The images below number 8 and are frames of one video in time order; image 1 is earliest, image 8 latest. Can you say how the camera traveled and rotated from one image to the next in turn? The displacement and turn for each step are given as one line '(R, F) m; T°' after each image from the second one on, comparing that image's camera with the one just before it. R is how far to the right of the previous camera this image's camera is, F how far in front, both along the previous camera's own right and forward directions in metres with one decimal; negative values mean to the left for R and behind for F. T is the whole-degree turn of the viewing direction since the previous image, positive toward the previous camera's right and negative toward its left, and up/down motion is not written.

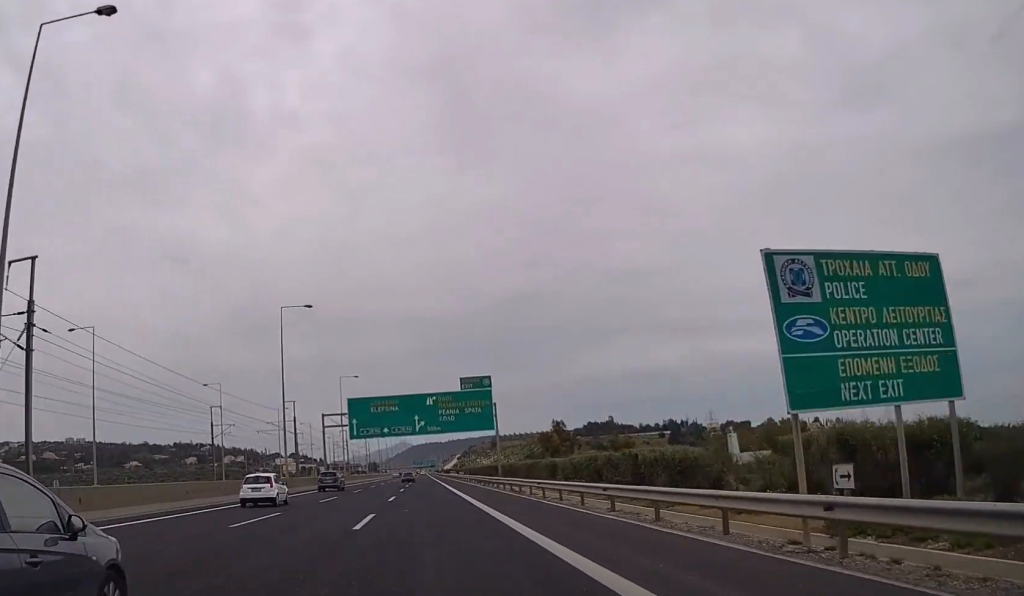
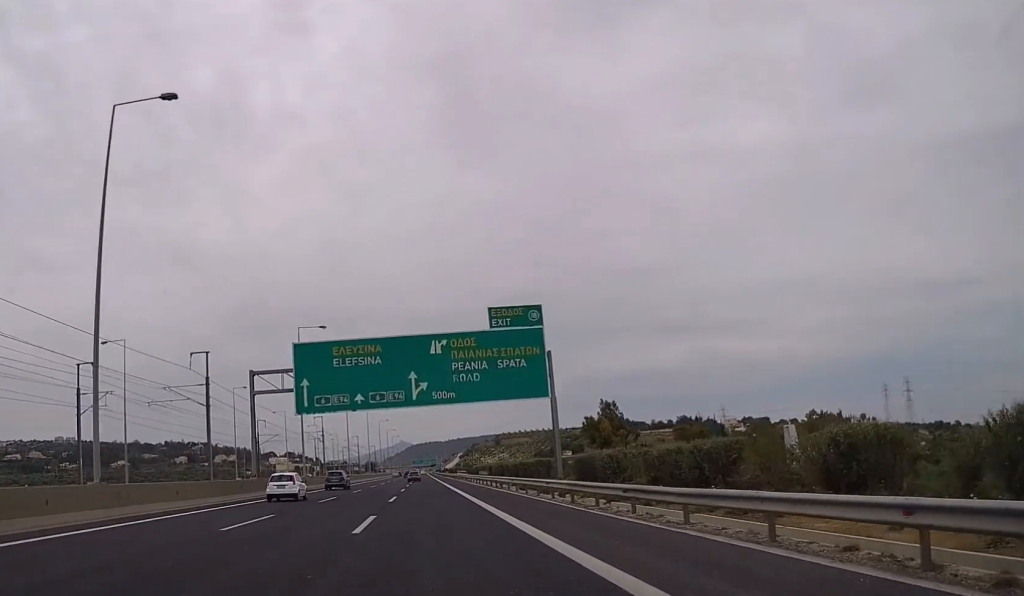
(+0.1, +38.1) m; 0°
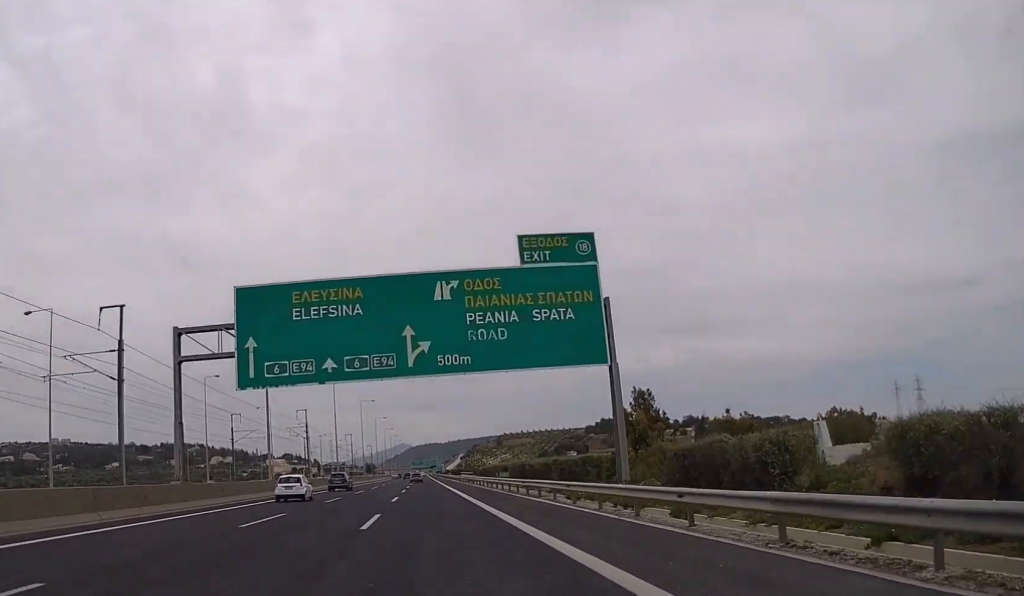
(0.0, +16.2) m; 0°
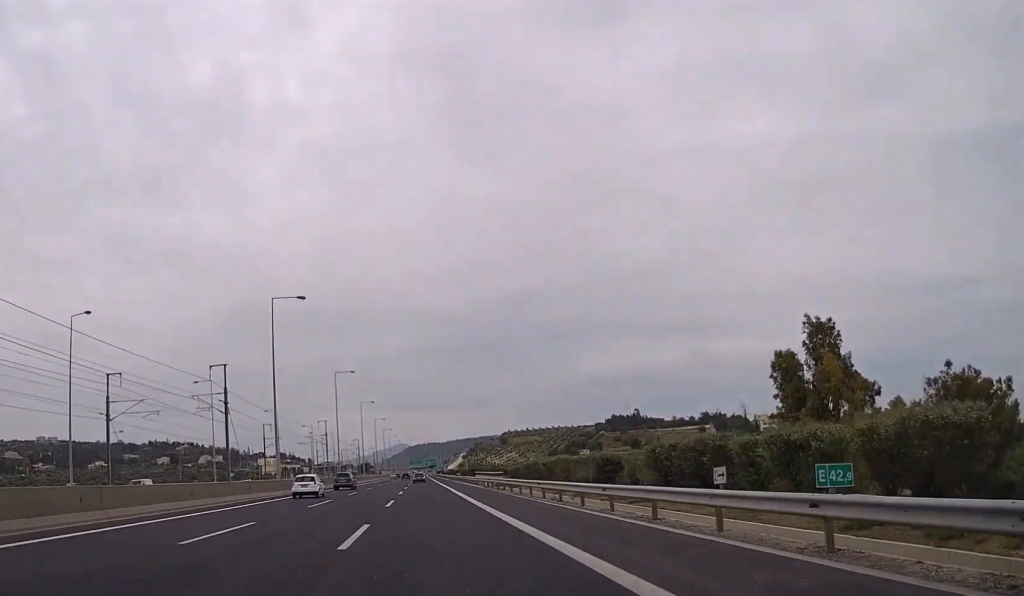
(+0.1, +41.1) m; 0°
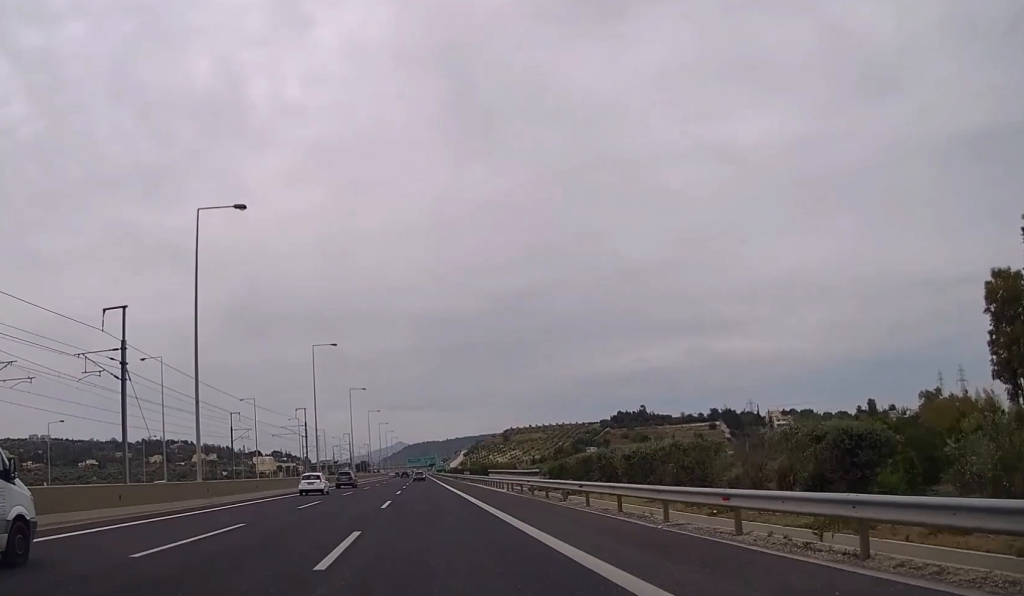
(-0.1, +22.0) m; 0°
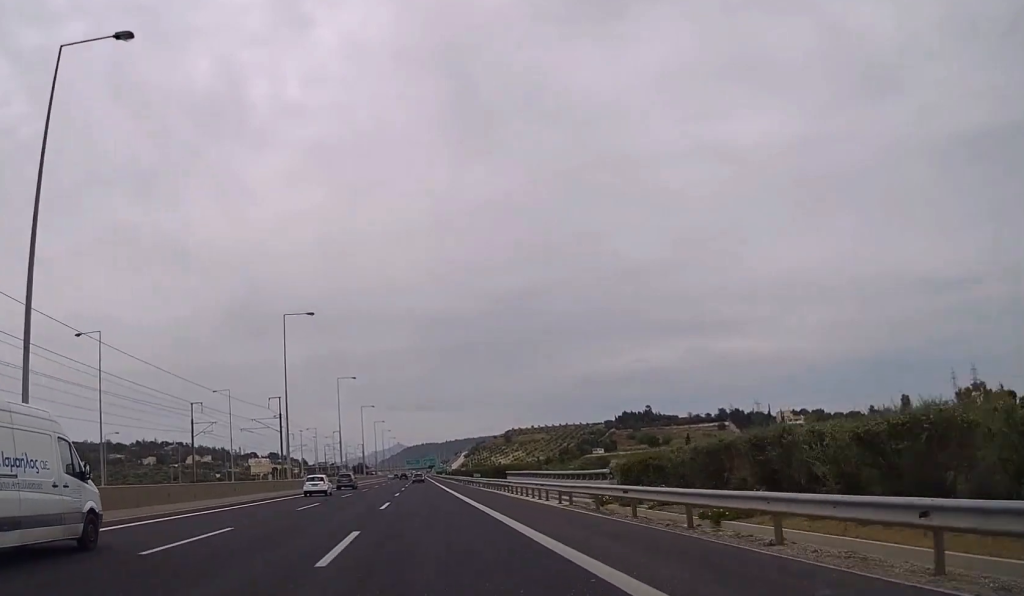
(0.0, +17.1) m; 0°
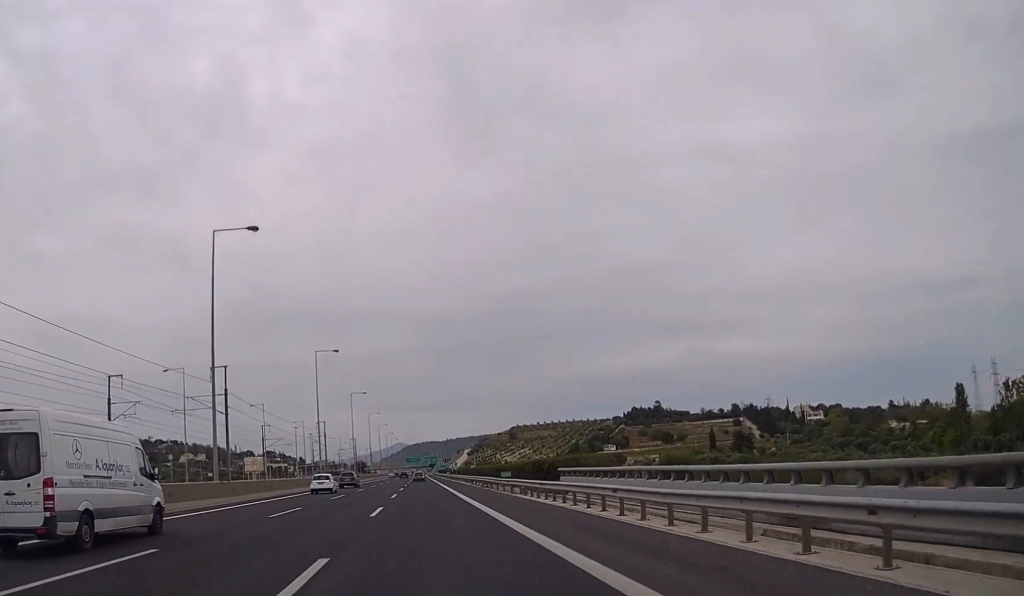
(0.0, +23.7) m; 0°
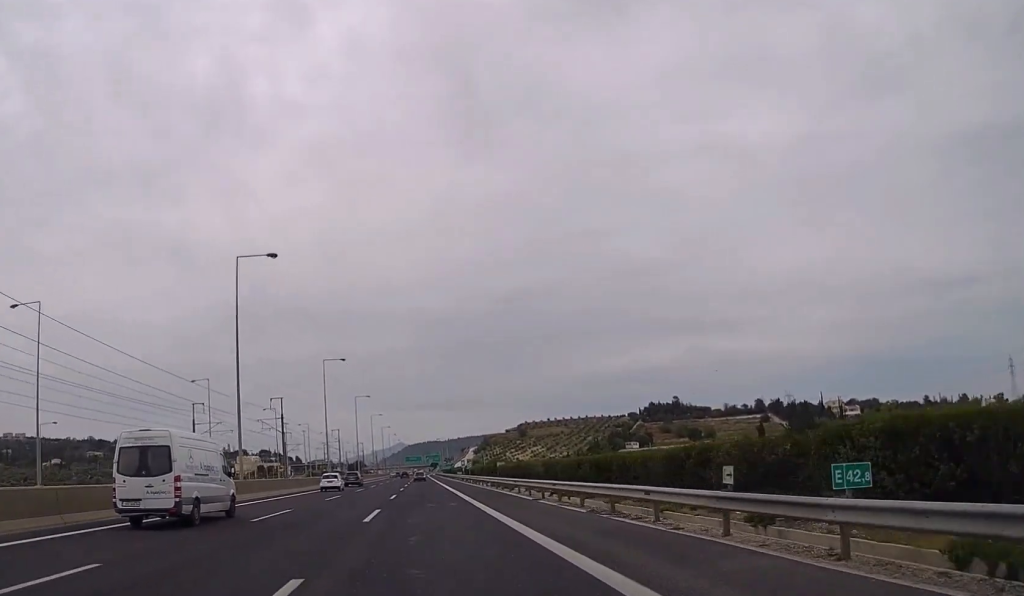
(0.0, +39.0) m; 0°
